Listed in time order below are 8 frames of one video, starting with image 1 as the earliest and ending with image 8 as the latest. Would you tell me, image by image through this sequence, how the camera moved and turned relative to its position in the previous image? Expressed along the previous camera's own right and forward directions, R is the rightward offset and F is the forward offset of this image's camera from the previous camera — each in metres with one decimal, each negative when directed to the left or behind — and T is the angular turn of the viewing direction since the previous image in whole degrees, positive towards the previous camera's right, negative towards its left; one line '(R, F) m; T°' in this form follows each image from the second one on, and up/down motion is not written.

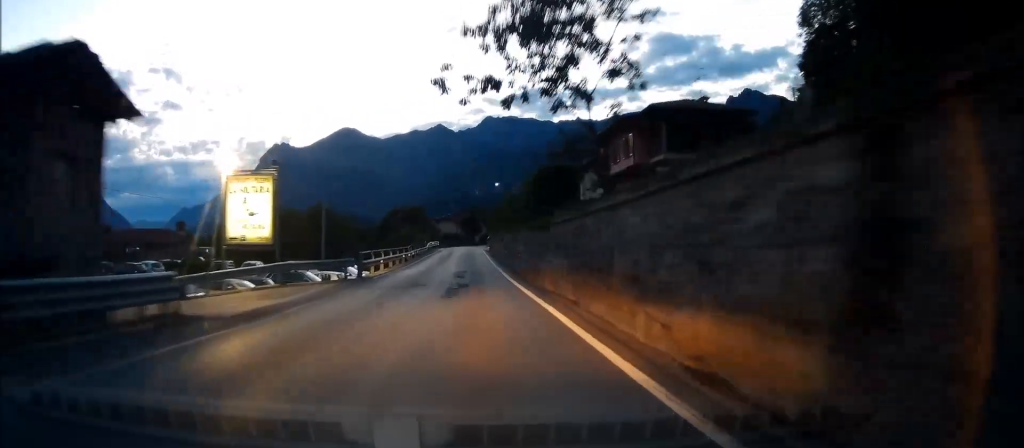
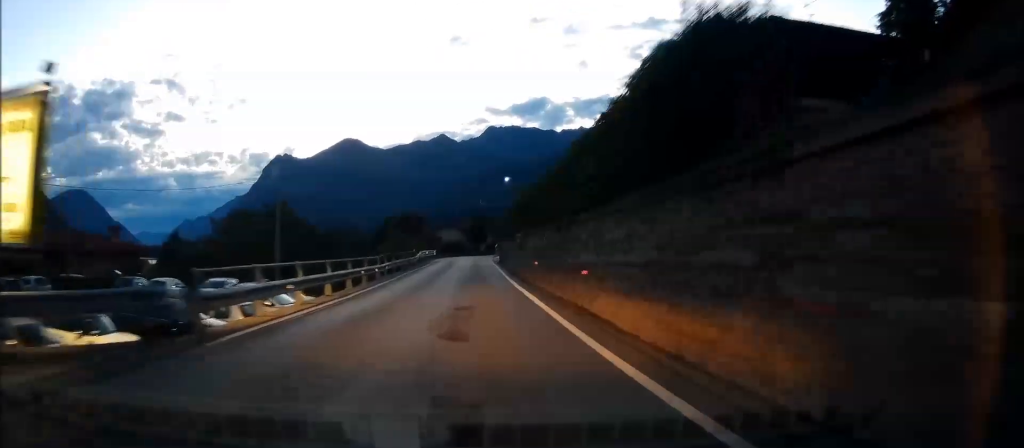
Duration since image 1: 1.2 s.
(-0.5, +16.7) m; -2°
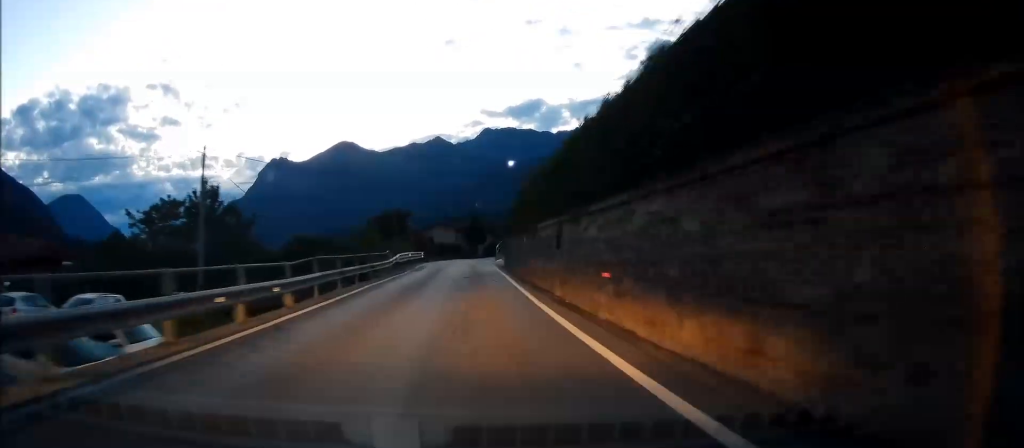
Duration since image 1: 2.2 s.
(0.0, +13.8) m; +1°
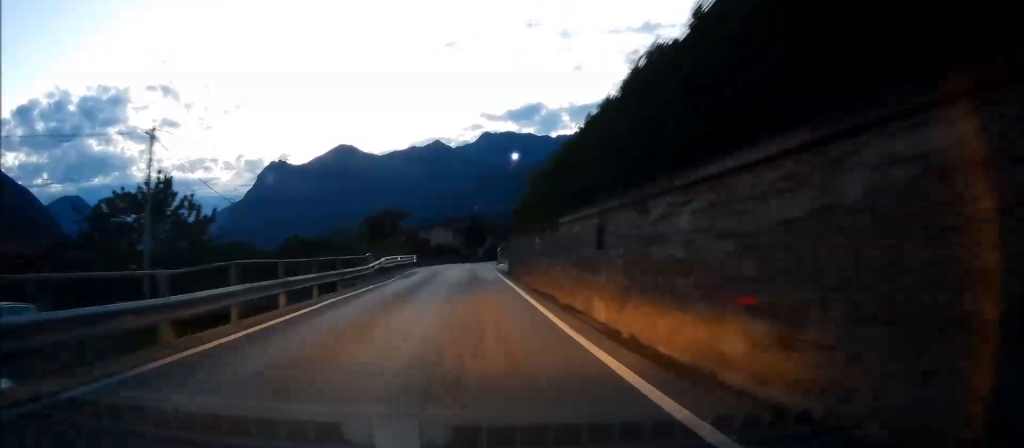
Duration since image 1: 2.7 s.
(-0.1, +6.3) m; +1°
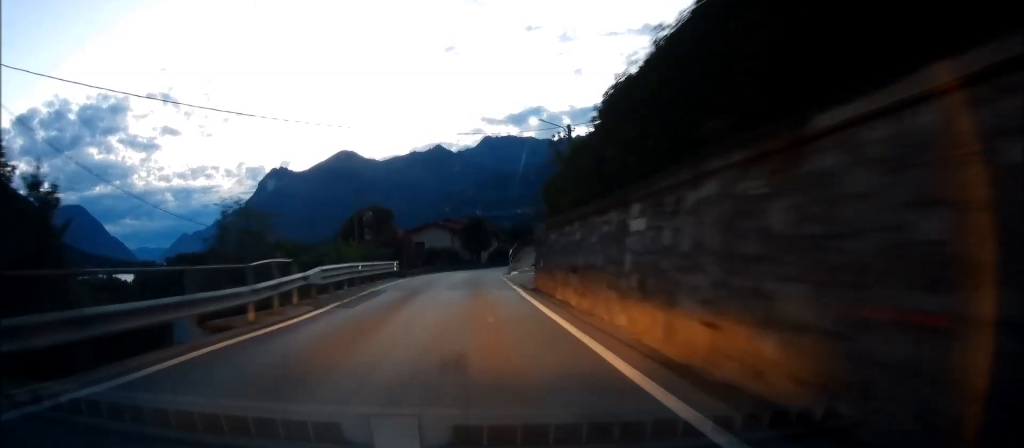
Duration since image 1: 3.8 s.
(+0.5, +14.2) m; +1°
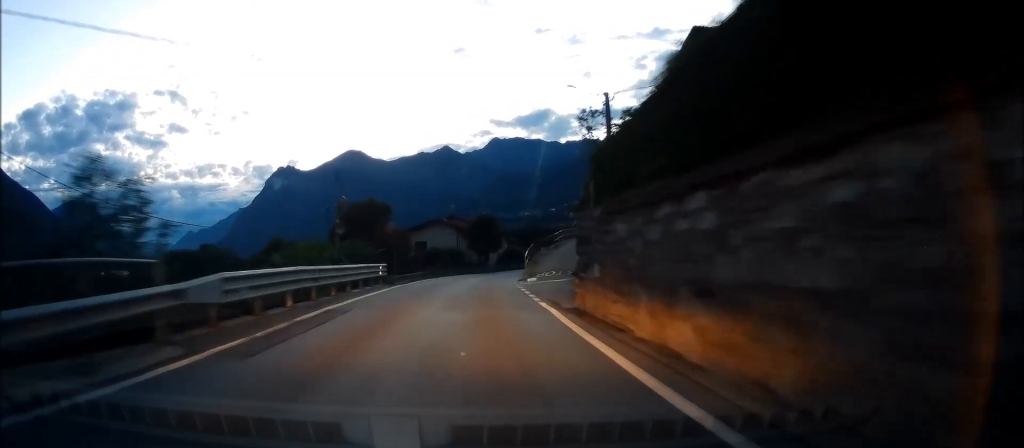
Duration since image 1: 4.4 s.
(-0.2, +7.9) m; -1°
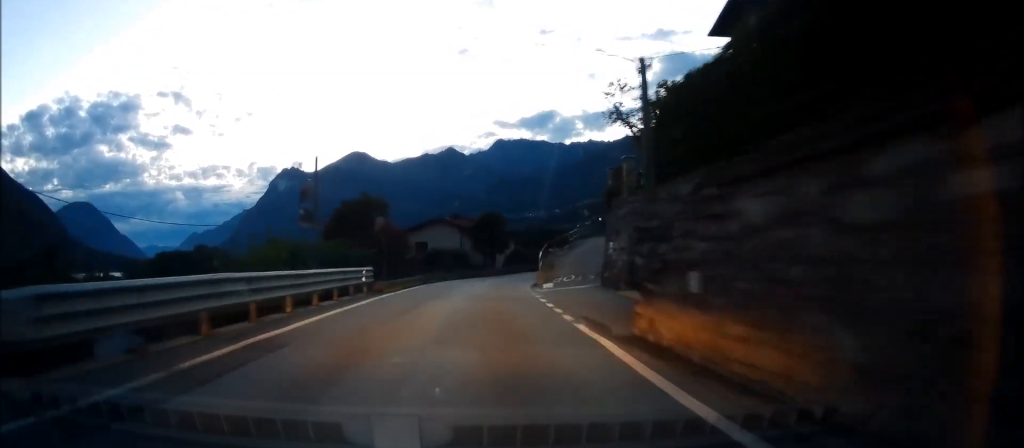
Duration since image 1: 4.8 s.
(-0.1, +5.4) m; -1°
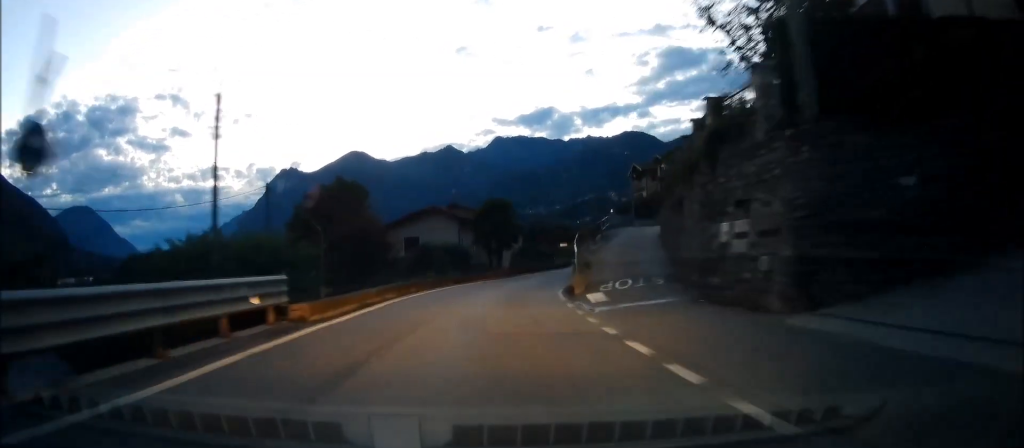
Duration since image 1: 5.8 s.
(0.0, +11.2) m; +1°
